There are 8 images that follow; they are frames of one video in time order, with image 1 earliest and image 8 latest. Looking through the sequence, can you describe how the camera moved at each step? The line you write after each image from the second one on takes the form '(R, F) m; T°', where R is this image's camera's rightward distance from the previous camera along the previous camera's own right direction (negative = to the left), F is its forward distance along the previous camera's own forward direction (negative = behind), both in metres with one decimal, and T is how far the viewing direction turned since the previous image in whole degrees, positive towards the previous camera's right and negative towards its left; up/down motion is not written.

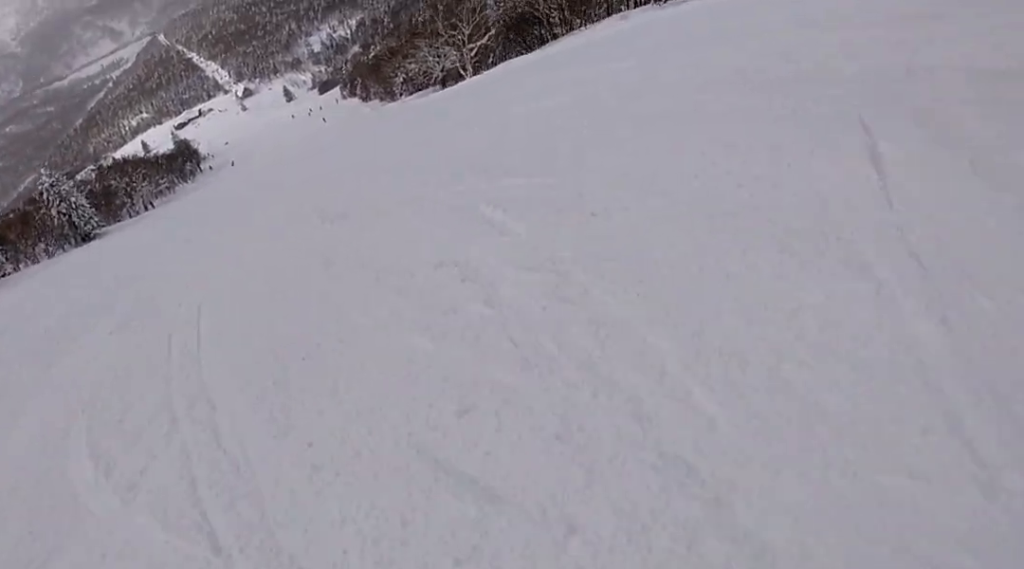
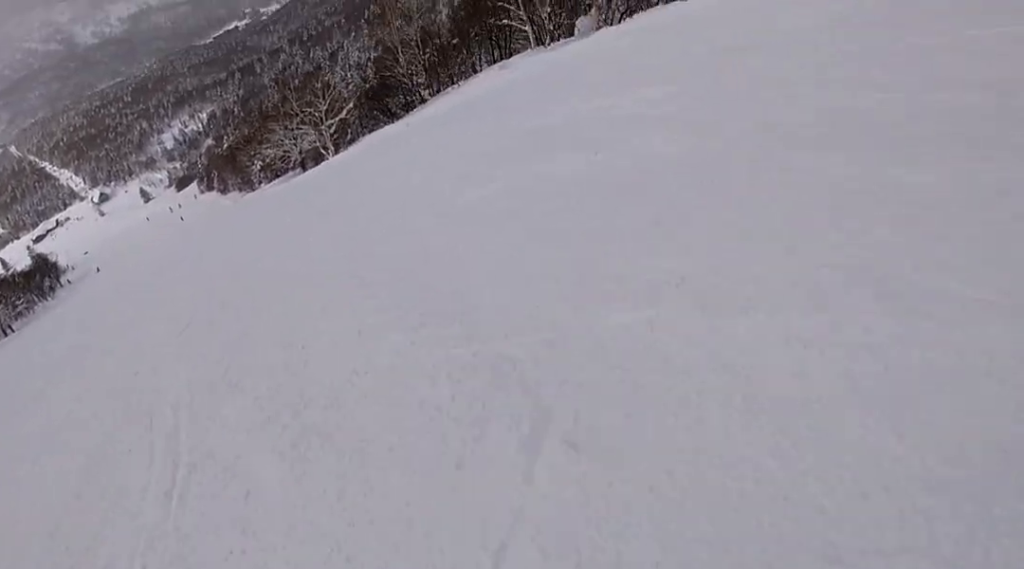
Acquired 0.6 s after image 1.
(+0.8, +5.3) m; +12°
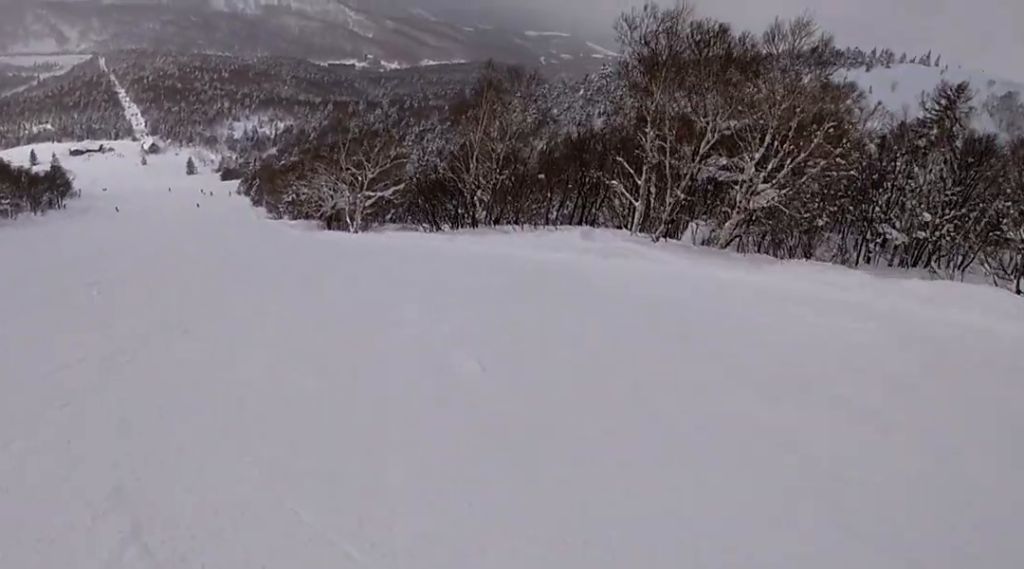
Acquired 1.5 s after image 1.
(+1.3, +8.4) m; +7°
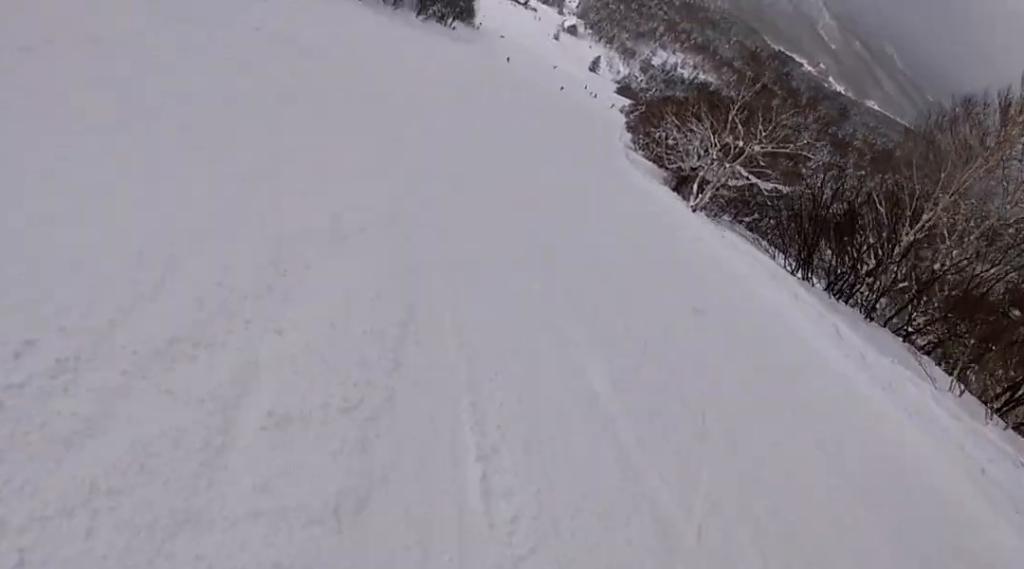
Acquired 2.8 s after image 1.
(-1.2, +11.3) m; -25°
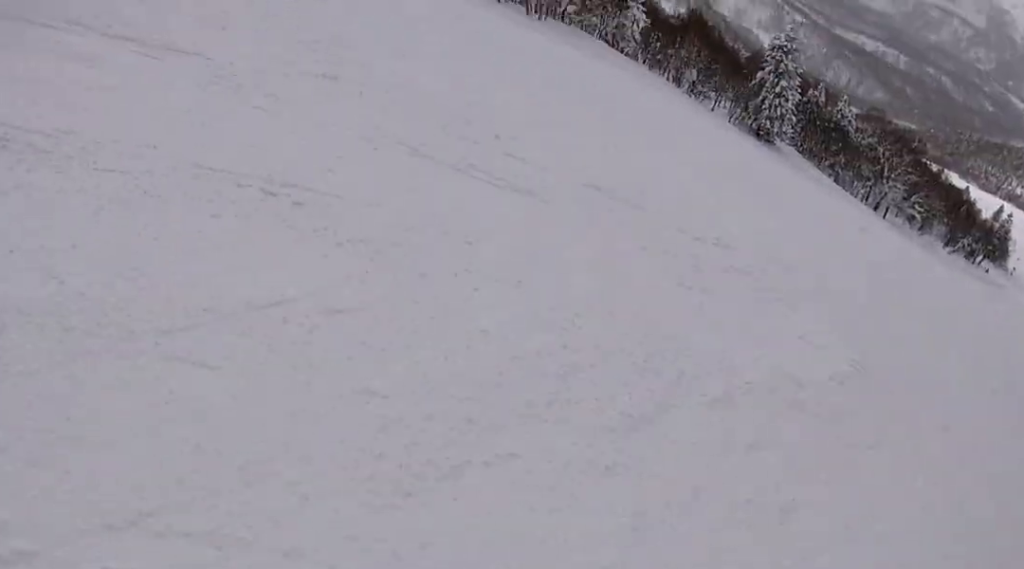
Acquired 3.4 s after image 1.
(-0.7, +5.0) m; -12°
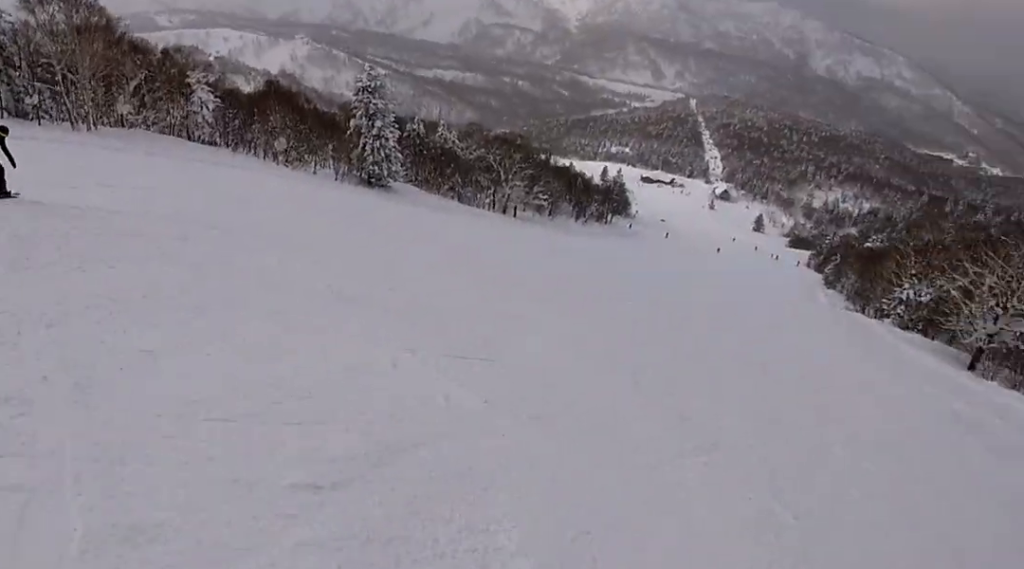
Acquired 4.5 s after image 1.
(-1.7, +10.4) m; -5°
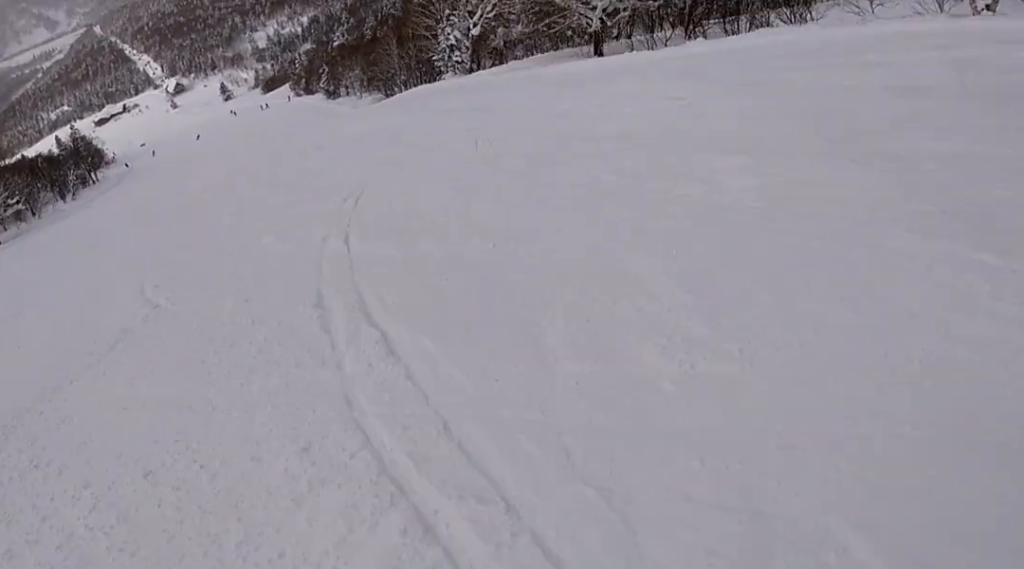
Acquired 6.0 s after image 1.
(+2.6, +14.7) m; +34°
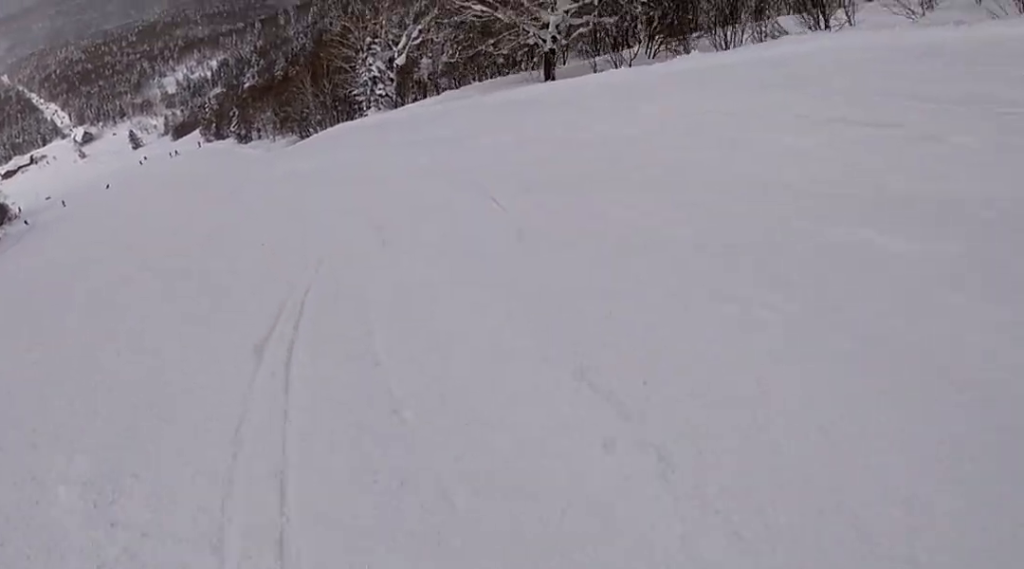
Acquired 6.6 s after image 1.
(+1.3, +5.8) m; +10°
